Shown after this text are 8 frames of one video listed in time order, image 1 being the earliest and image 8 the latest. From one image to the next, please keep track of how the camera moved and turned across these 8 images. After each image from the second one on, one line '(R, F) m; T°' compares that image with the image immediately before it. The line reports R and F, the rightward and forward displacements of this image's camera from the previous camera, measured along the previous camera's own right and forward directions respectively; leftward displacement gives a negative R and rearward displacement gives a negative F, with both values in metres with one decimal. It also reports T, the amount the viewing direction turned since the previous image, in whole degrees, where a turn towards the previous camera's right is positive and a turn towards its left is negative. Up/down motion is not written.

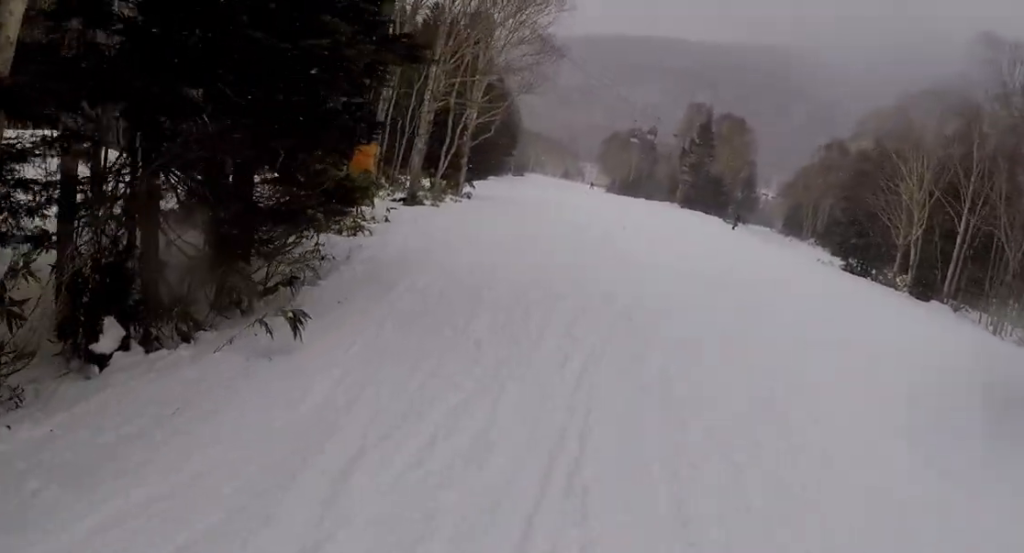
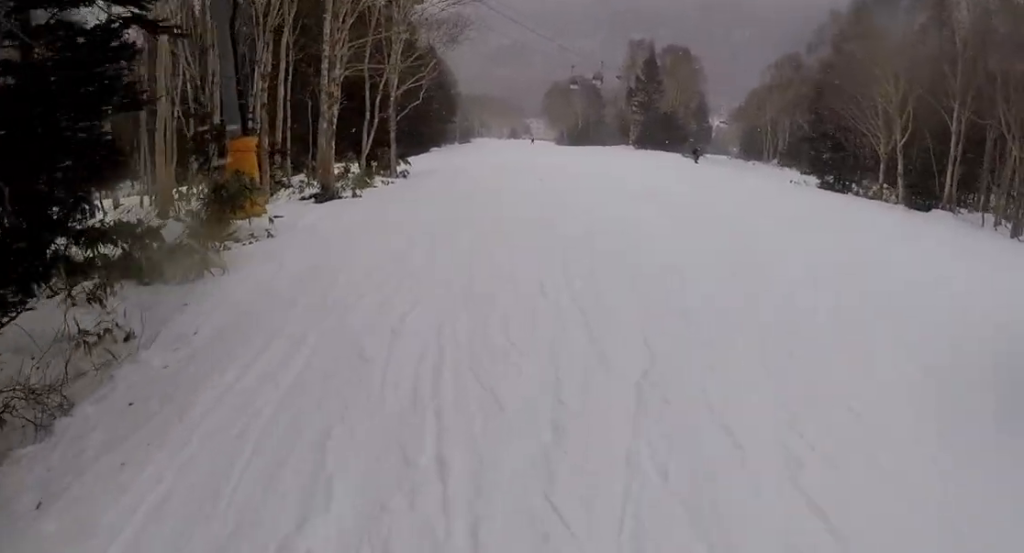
(-0.4, +4.4) m; -4°
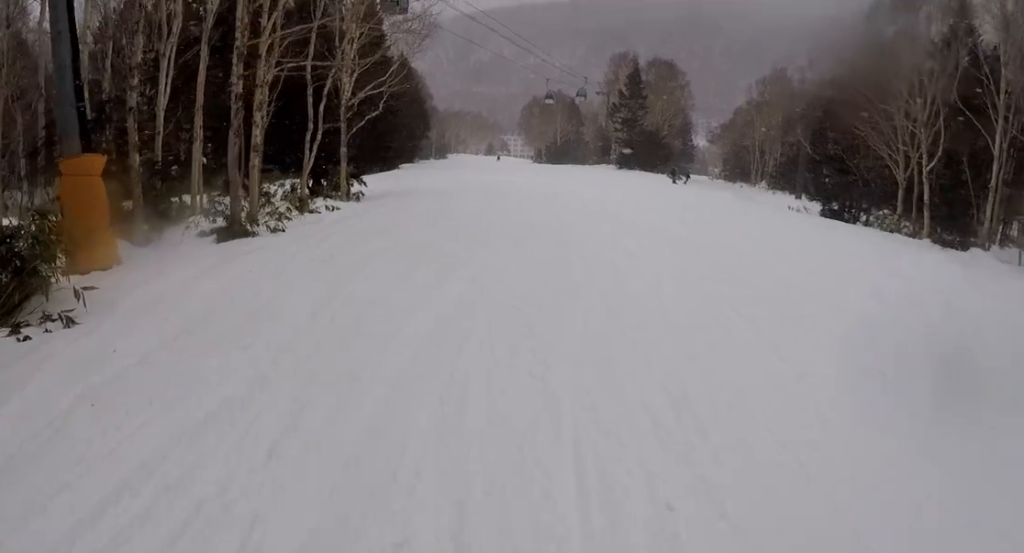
(-0.4, +5.0) m; -4°
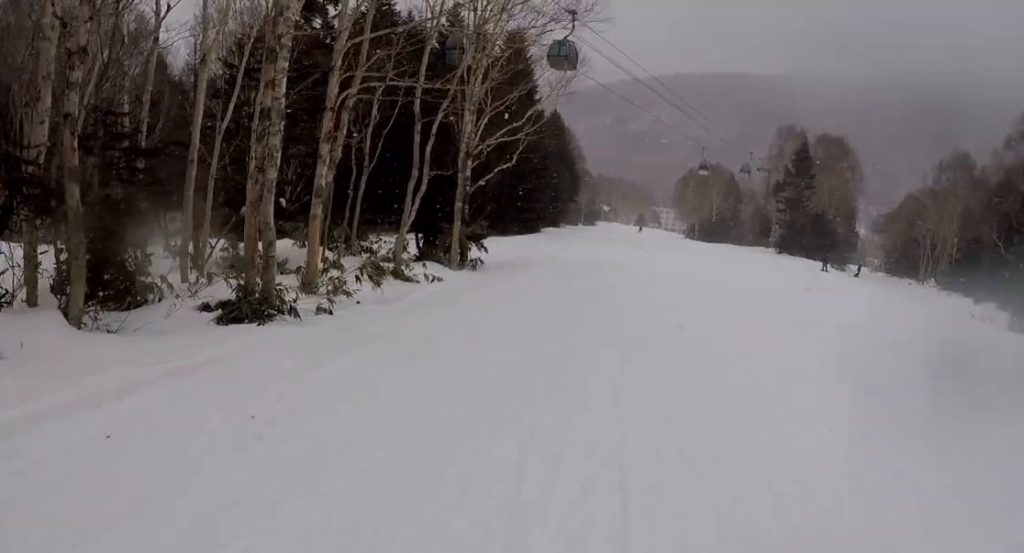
(0.0, +5.2) m; +4°
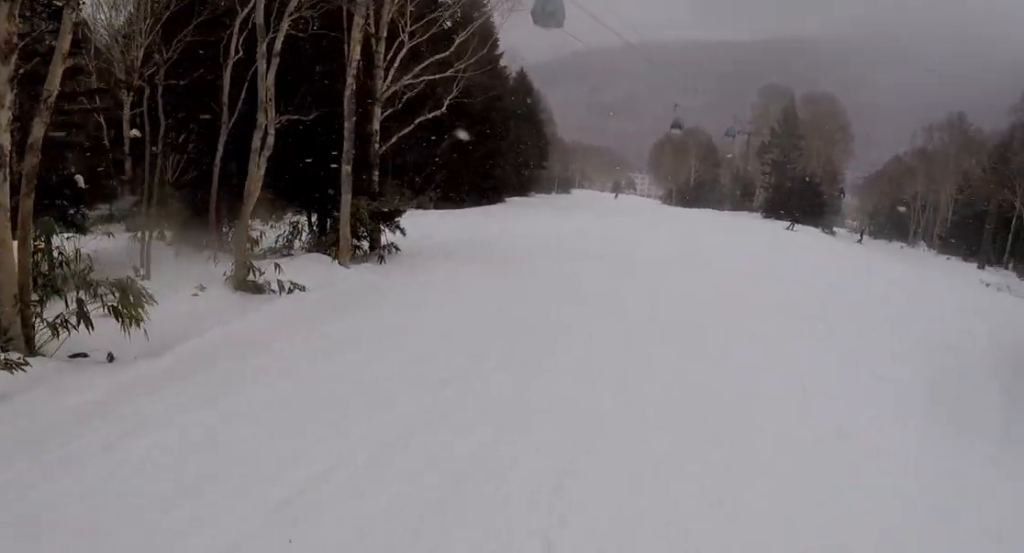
(+0.3, +6.8) m; +2°
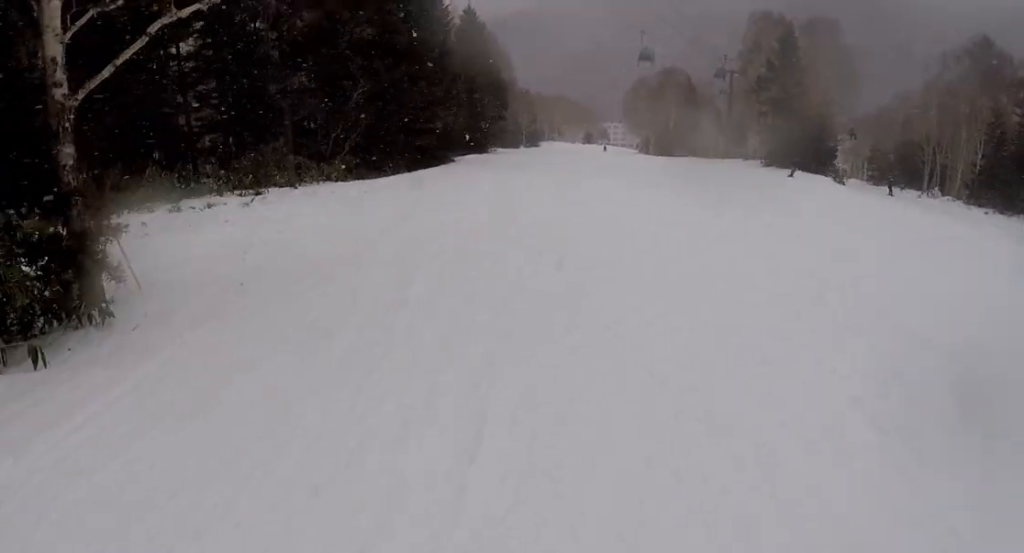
(0.0, +9.8) m; -6°
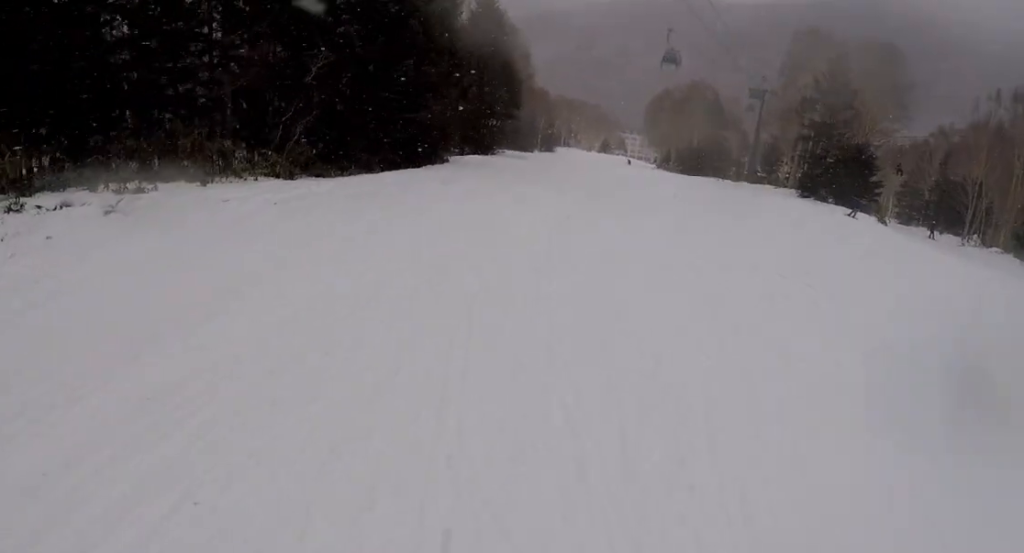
(-0.8, +7.4) m; -2°
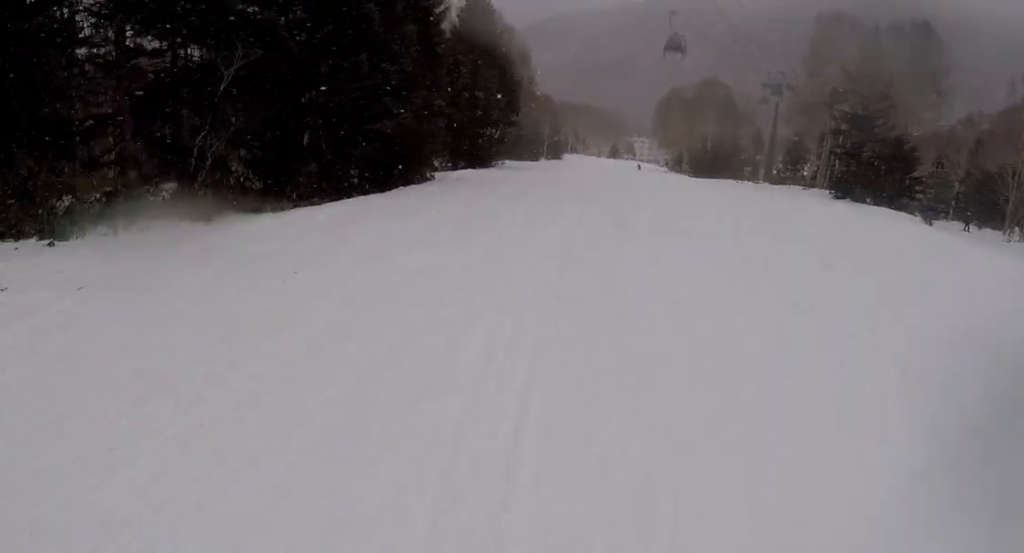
(0.0, +6.2) m; +8°
